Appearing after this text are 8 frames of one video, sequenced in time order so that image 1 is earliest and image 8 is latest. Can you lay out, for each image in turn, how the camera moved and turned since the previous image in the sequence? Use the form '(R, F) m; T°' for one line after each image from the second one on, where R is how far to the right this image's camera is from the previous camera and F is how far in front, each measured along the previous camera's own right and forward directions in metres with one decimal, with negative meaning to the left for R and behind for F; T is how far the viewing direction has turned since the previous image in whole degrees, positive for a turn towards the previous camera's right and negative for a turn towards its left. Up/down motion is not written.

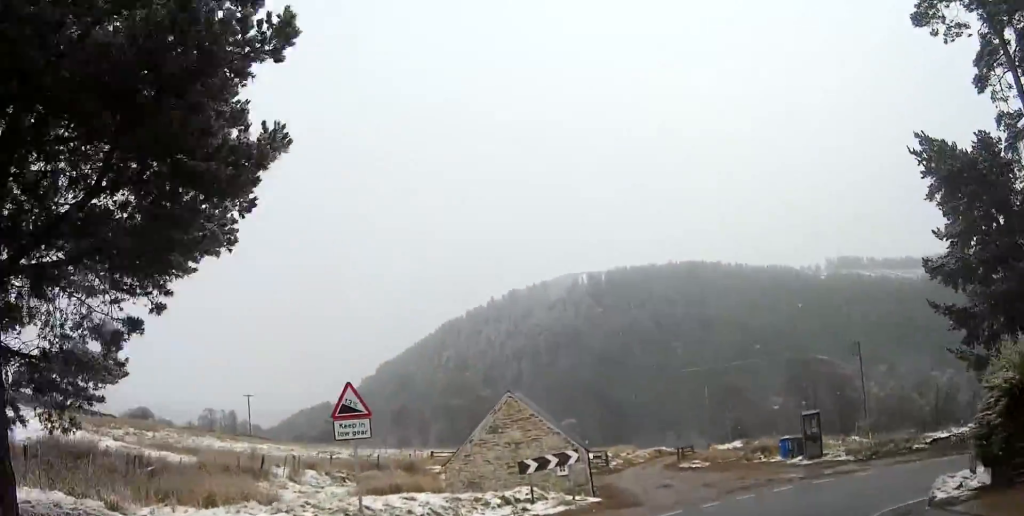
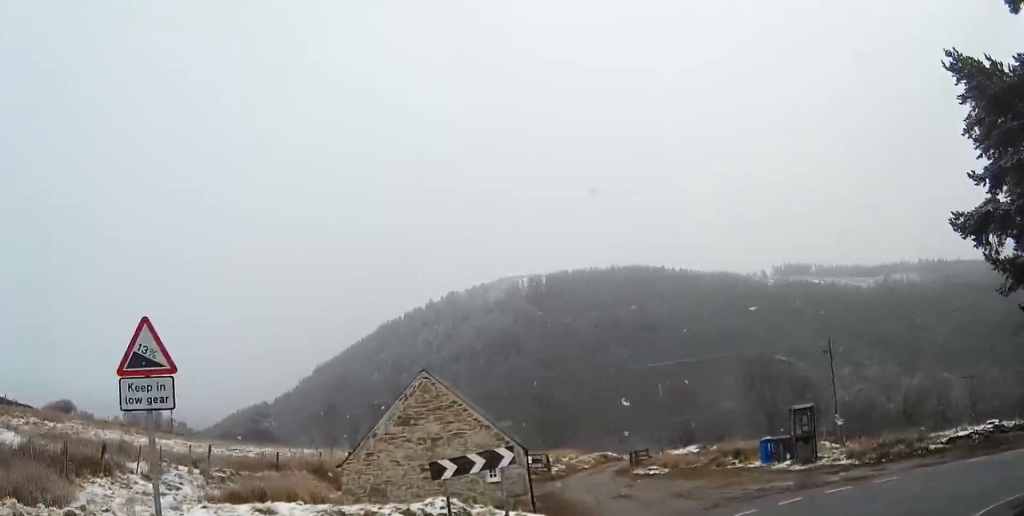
(-0.1, +6.6) m; +5°
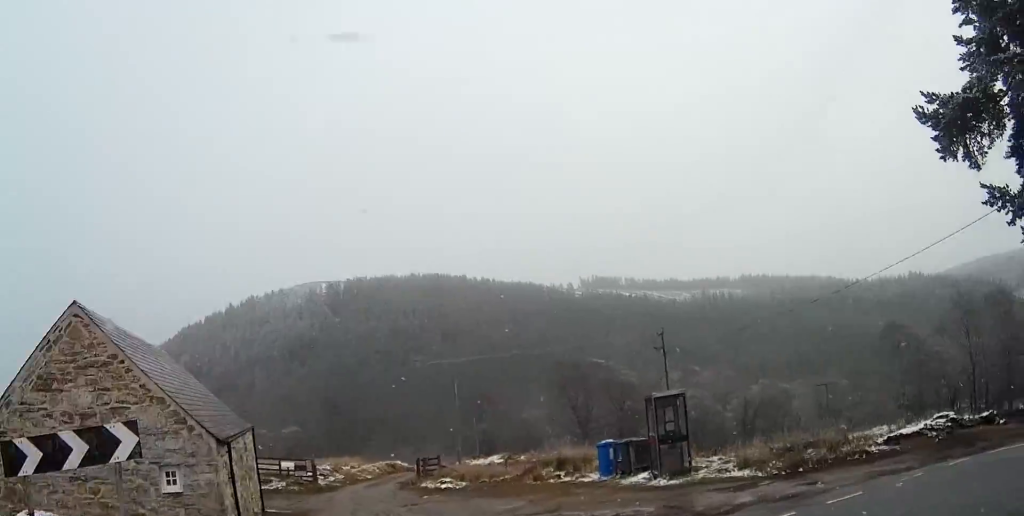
(+1.2, +8.7) m; +21°
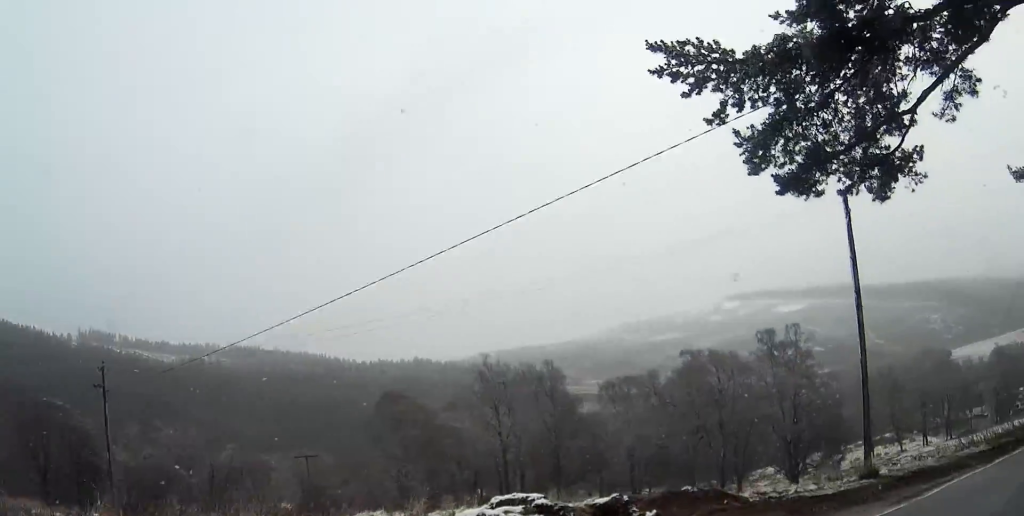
(+4.0, +9.6) m; +48°
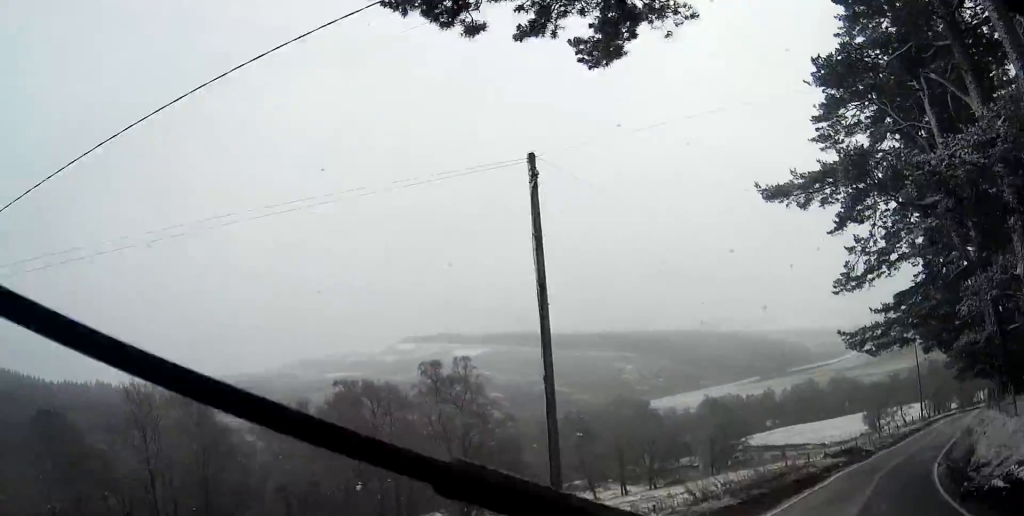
(+1.4, +5.2) m; +22°
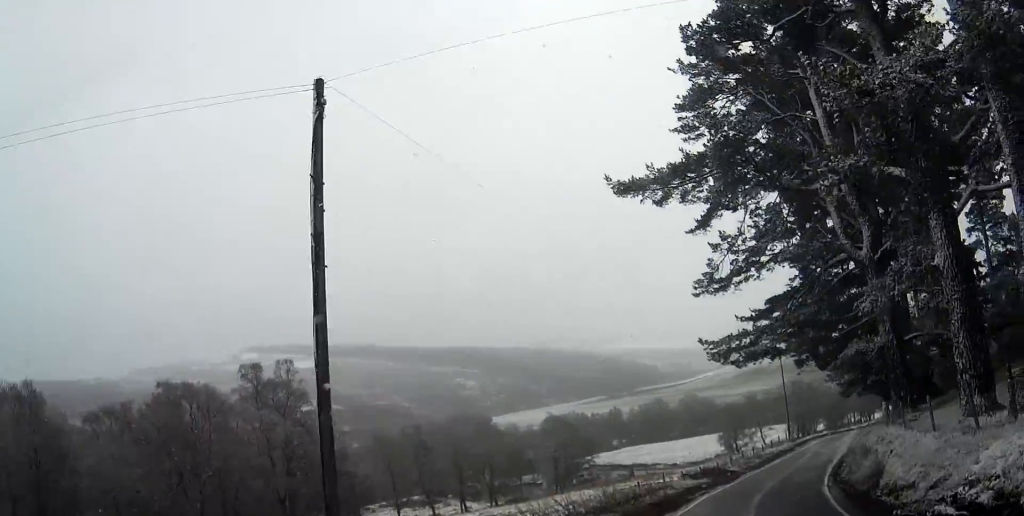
(+0.3, +3.3) m; +11°
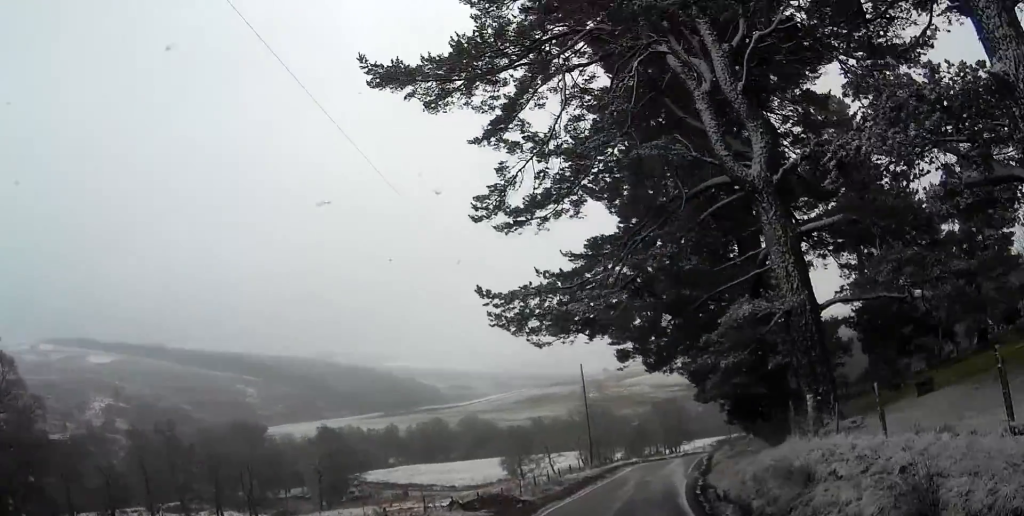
(+1.5, +10.7) m; +12°
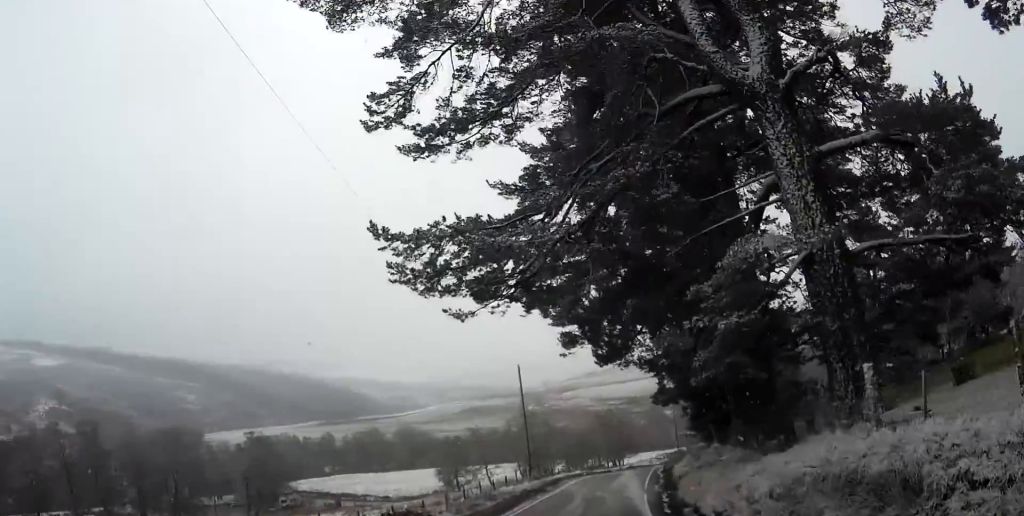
(+0.2, +5.3) m; +2°
